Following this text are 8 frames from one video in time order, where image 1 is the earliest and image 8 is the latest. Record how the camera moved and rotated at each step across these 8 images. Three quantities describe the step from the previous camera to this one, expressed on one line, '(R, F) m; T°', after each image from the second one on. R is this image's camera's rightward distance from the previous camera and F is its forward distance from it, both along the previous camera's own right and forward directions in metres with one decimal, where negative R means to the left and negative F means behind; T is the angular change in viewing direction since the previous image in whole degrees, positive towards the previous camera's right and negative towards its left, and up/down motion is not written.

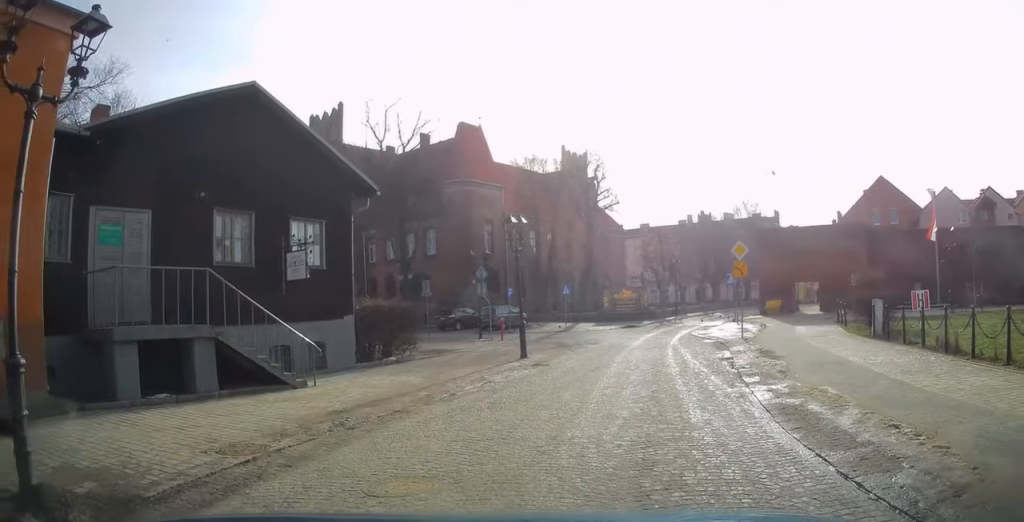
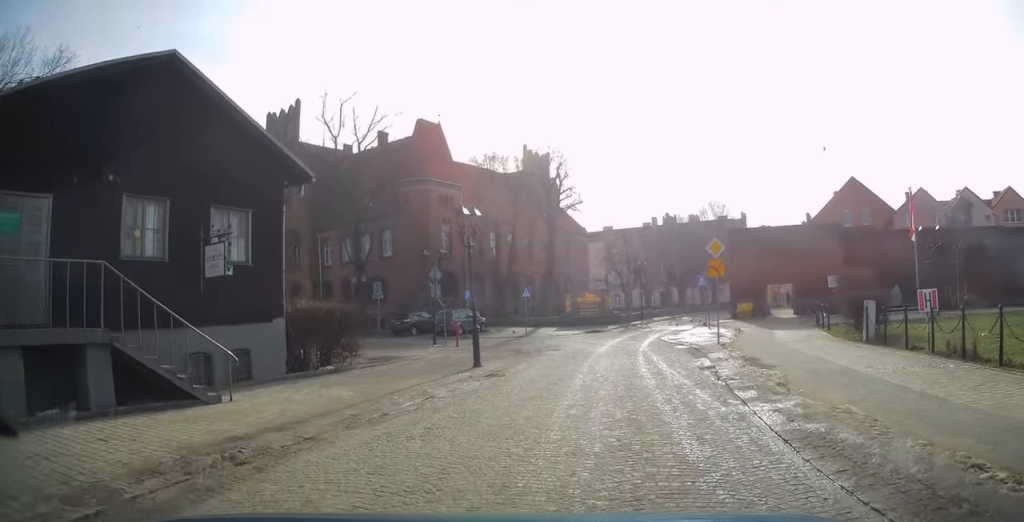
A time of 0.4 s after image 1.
(+0.2, +2.2) m; +3°
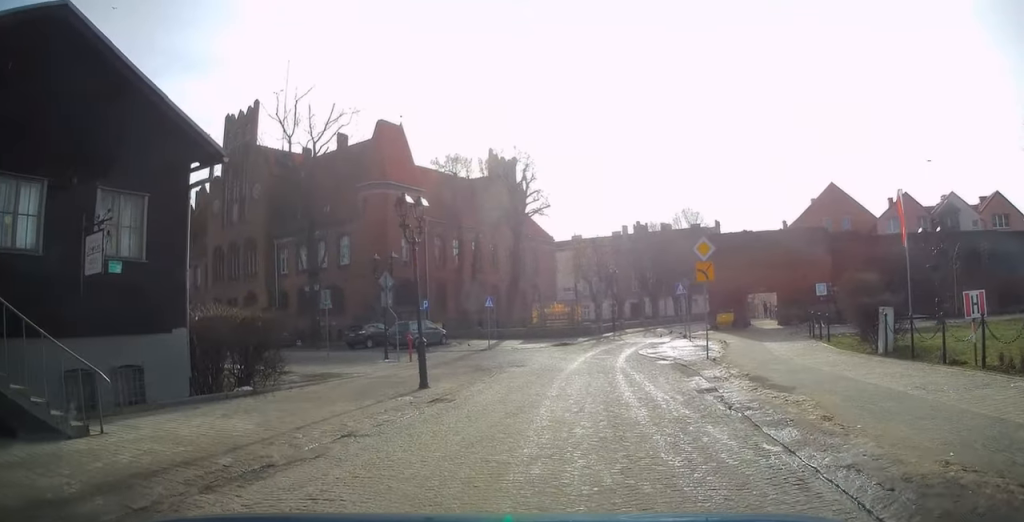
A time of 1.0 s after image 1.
(+0.1, +3.1) m; +4°
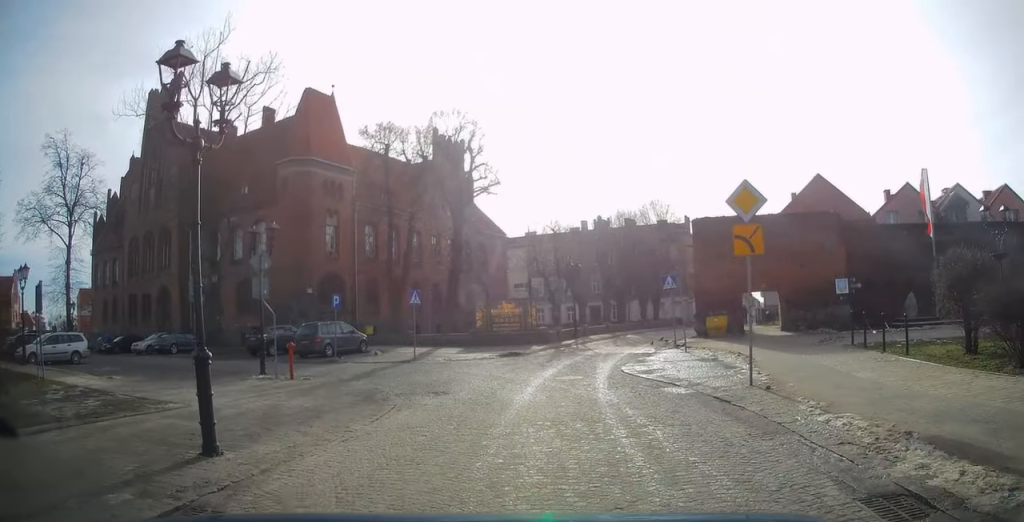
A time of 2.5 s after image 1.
(+0.4, +8.5) m; +4°
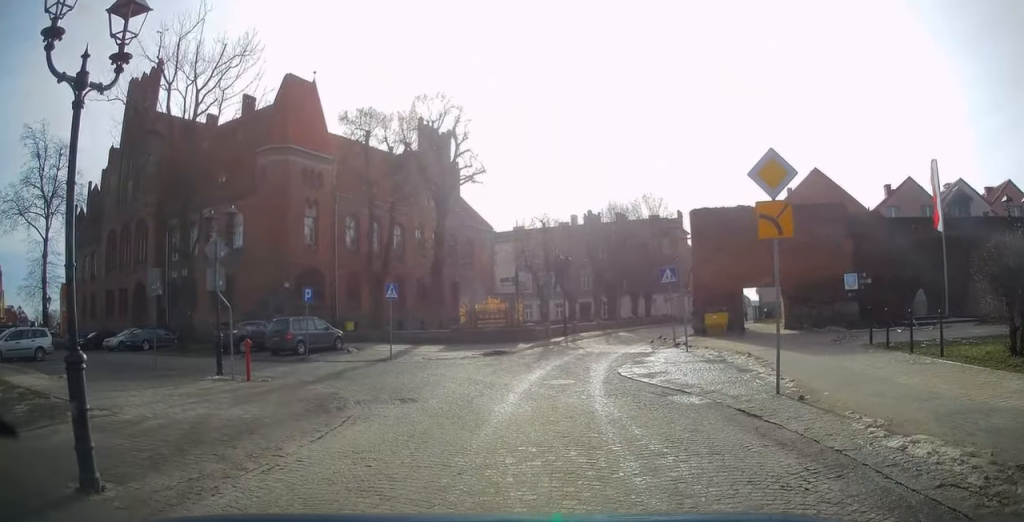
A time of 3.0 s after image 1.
(0.0, +2.2) m; +1°
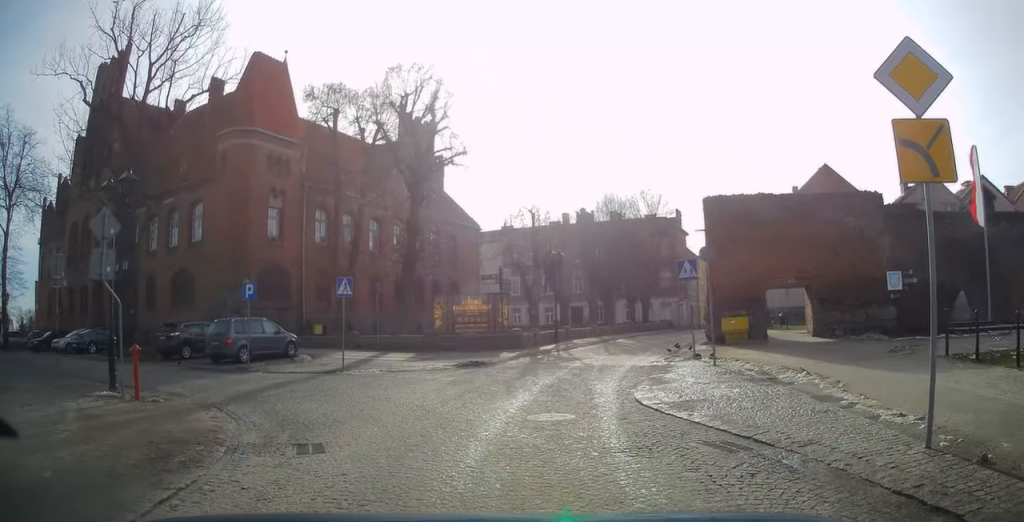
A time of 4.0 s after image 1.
(0.0, +5.0) m; +2°
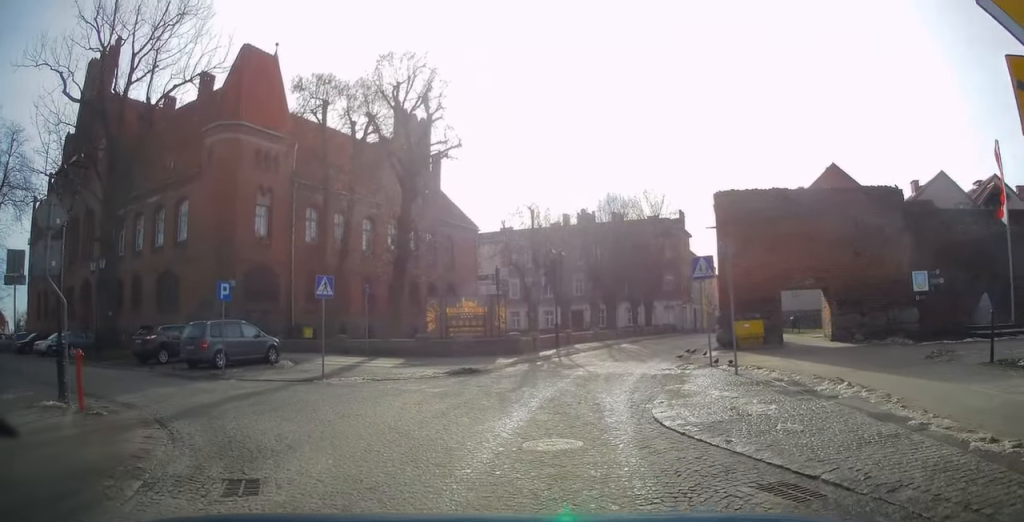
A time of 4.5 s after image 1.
(+0.1, +1.9) m; 0°
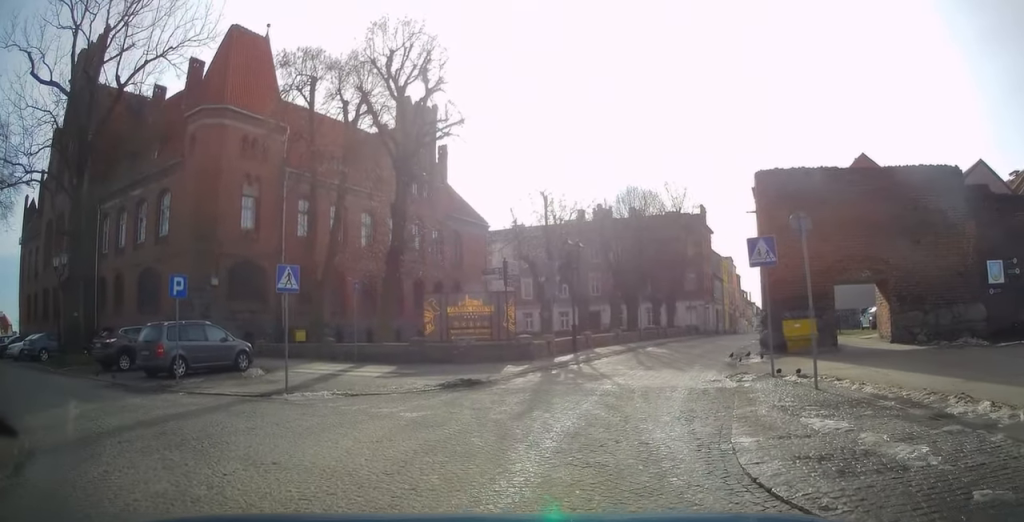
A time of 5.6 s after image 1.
(0.0, +3.8) m; -5°
